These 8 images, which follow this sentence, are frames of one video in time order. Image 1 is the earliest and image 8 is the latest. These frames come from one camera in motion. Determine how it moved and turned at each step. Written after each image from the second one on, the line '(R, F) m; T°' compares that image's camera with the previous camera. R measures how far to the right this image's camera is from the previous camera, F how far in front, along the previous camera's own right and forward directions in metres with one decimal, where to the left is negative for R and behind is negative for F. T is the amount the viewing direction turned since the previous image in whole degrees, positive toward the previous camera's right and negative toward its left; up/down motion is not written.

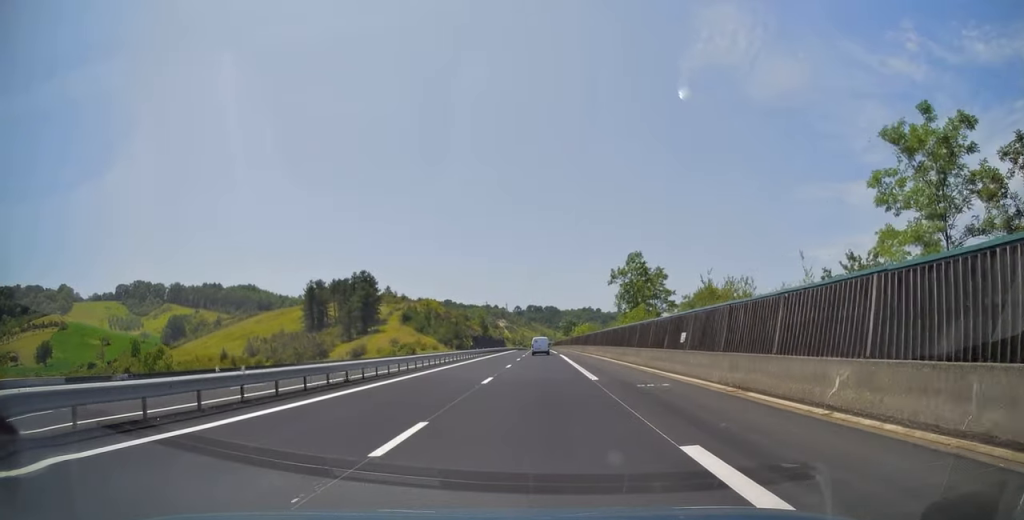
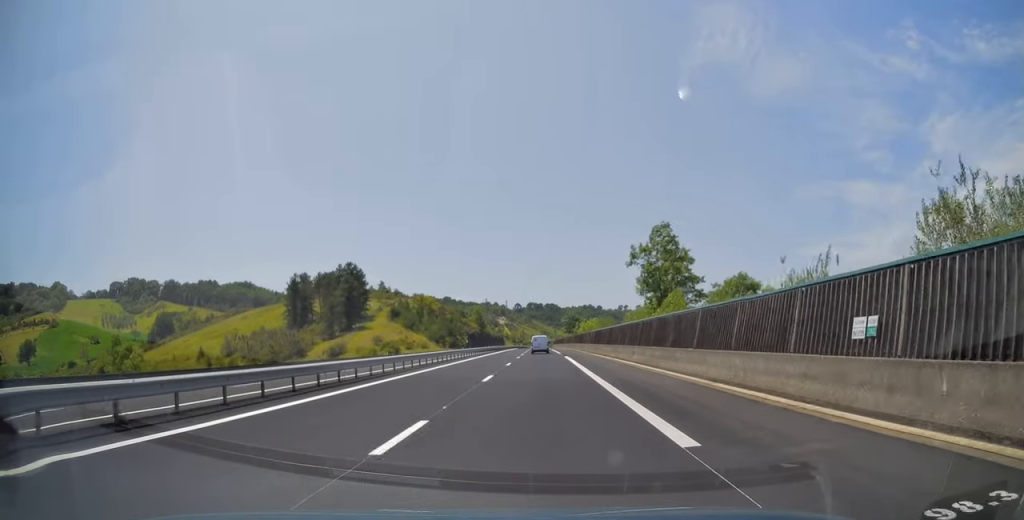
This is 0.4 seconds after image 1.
(0.0, +12.9) m; 0°
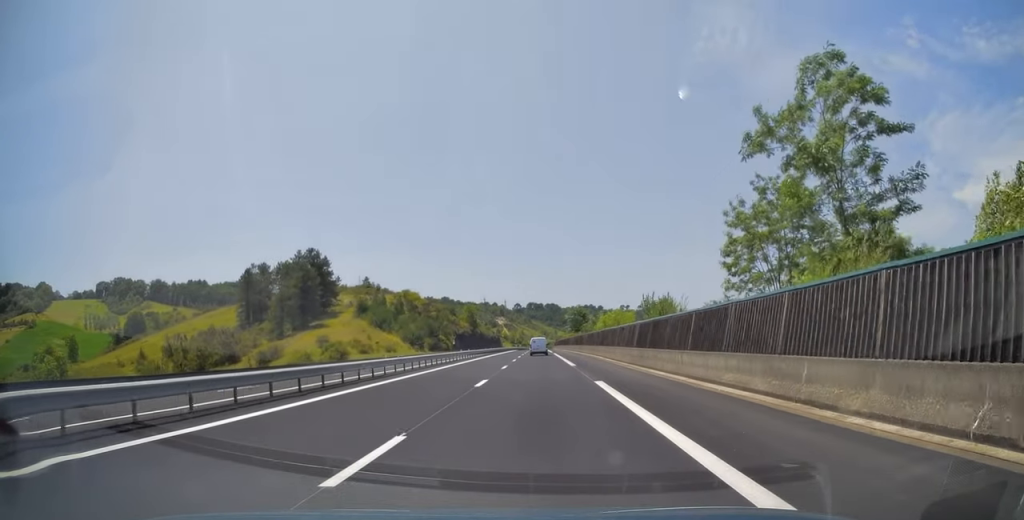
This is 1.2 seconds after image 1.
(0.0, +27.4) m; 0°
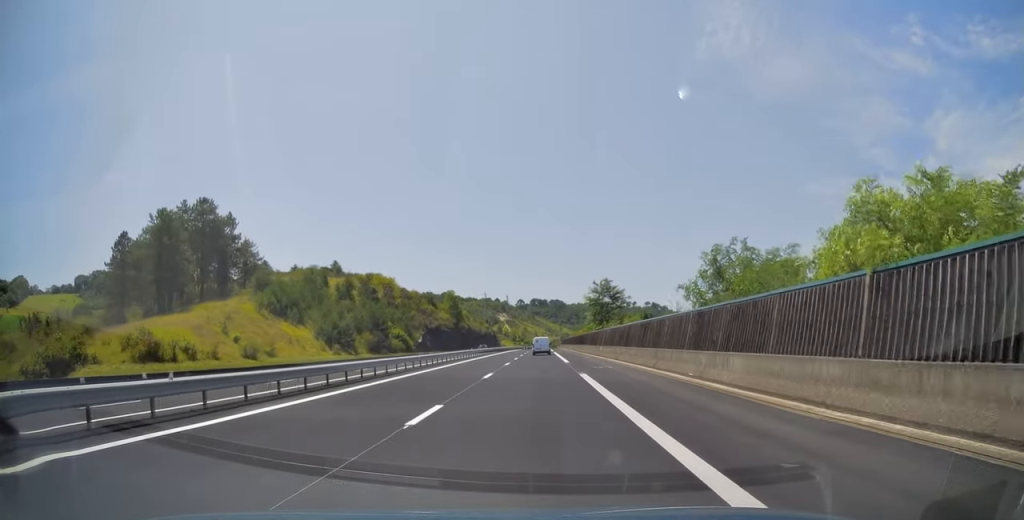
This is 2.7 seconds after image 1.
(-0.4, +47.4) m; -1°
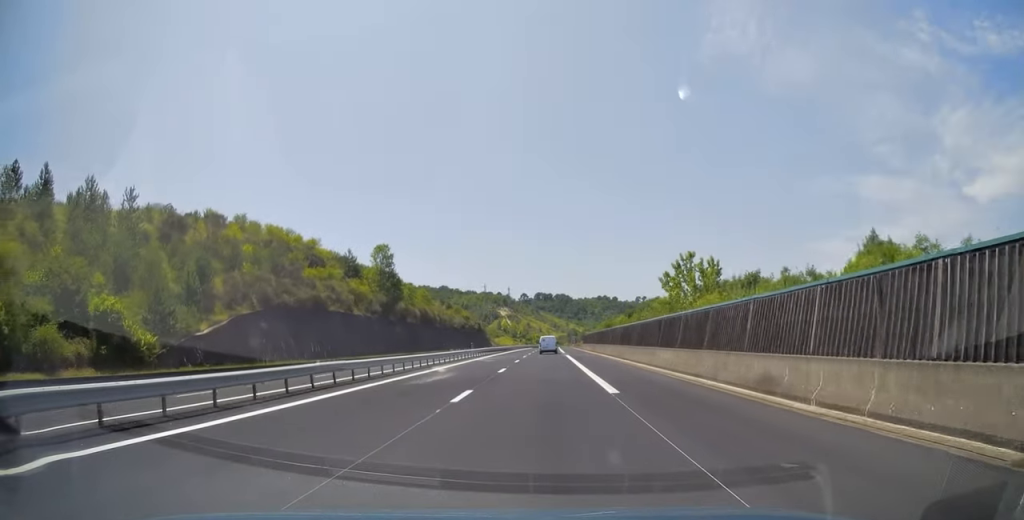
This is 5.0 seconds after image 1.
(+0.3, +73.7) m; 0°
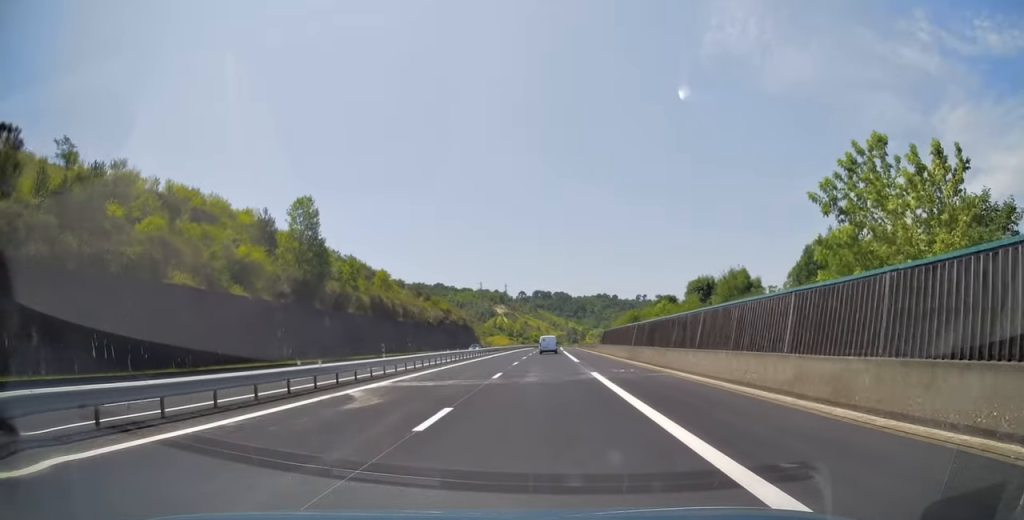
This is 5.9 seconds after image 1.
(-0.1, +30.2) m; 0°
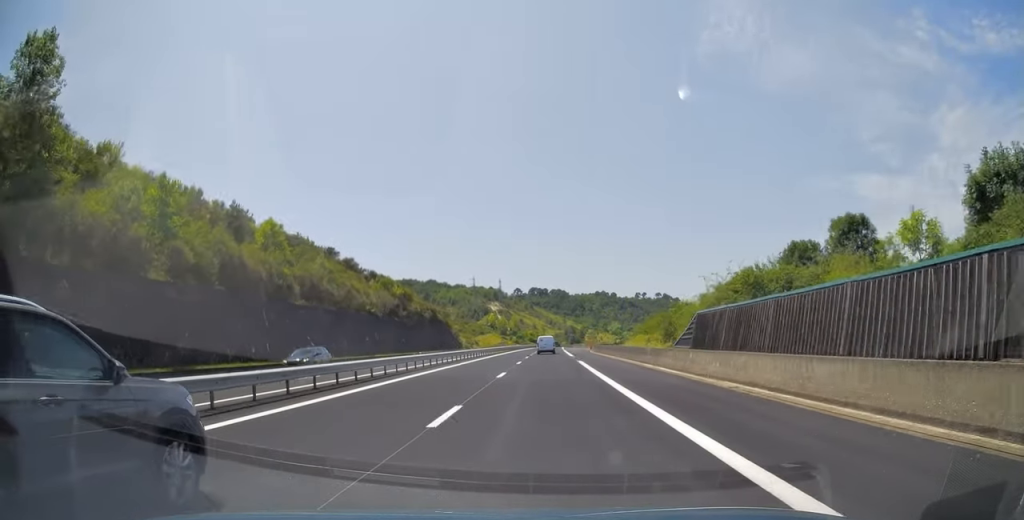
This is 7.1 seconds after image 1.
(0.0, +38.3) m; 0°
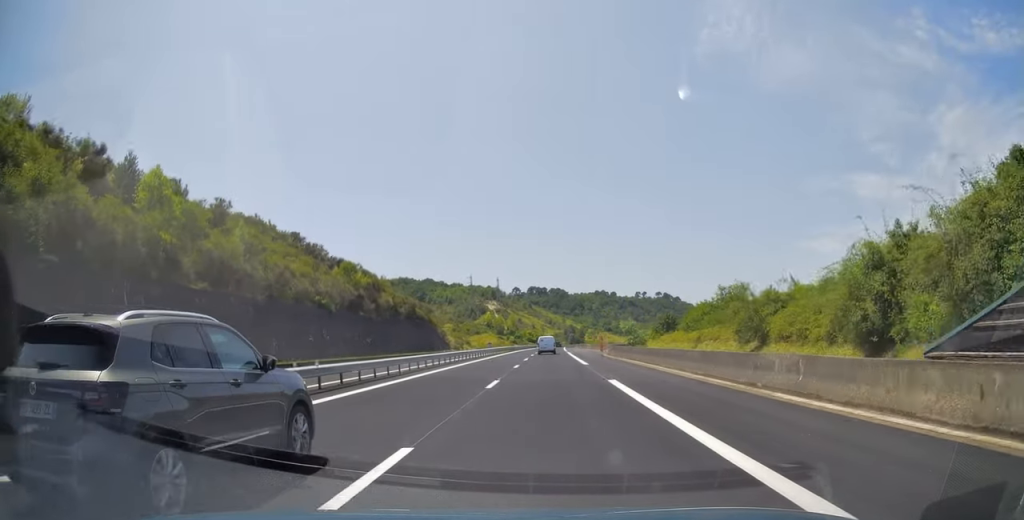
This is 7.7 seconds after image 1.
(0.0, +17.8) m; 0°
